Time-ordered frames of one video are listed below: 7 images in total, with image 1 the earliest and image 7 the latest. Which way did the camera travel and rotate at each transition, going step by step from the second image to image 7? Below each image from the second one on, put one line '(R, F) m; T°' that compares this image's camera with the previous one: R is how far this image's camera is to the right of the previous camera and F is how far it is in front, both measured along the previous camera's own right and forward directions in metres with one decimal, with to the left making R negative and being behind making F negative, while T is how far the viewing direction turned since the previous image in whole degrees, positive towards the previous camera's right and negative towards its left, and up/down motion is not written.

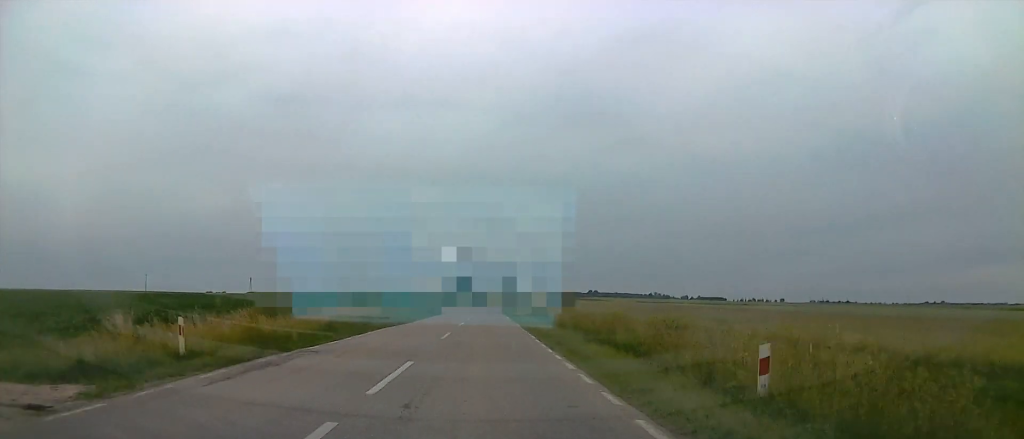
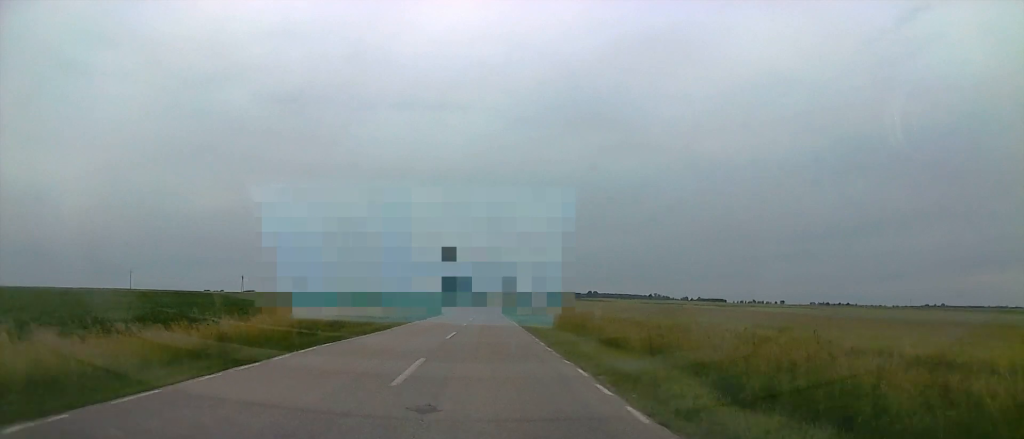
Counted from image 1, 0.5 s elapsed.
(+0.3, +11.0) m; -2°
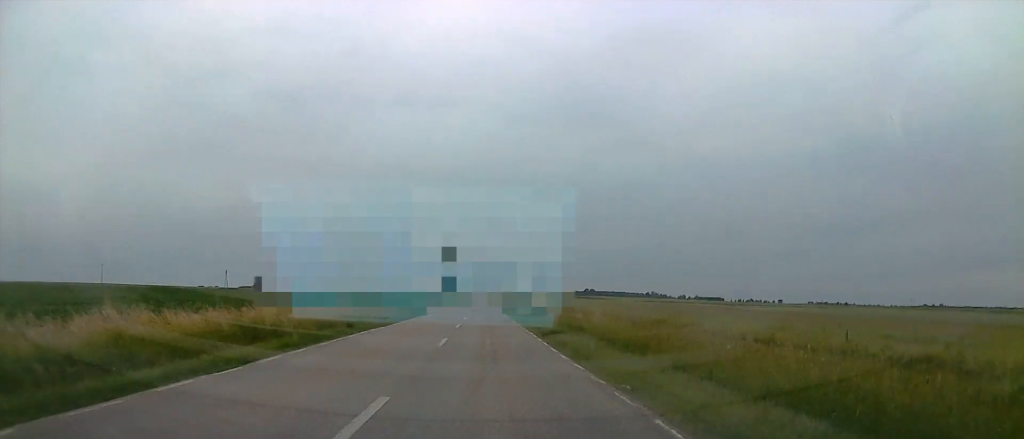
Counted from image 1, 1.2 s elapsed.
(-1.1, +17.2) m; 0°
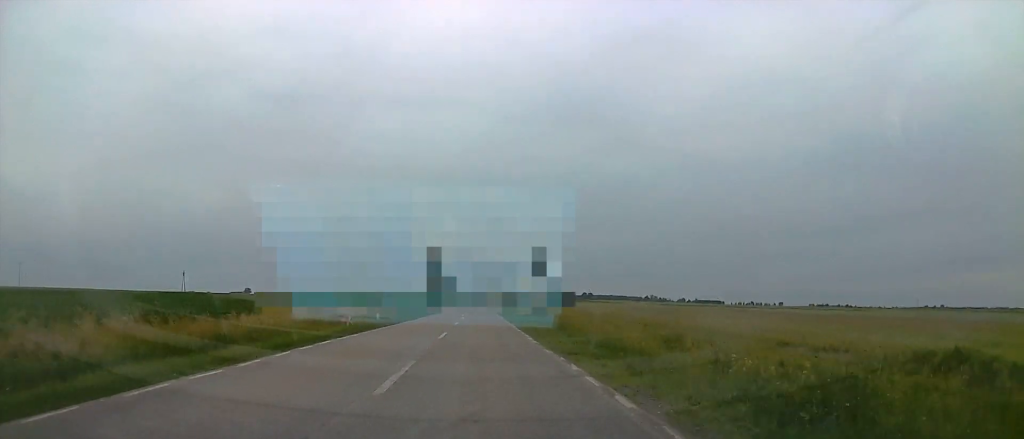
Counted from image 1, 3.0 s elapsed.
(+2.0, +43.2) m; +4°
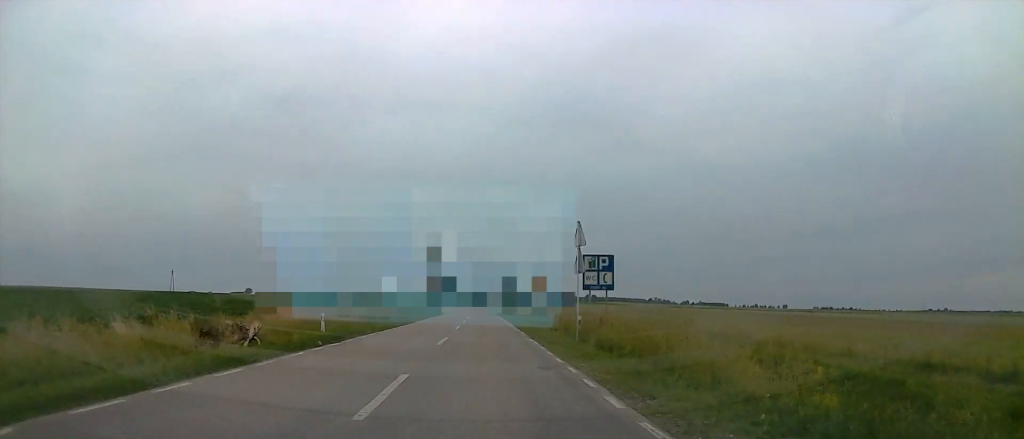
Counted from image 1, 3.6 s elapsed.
(0.0, +13.4) m; 0°
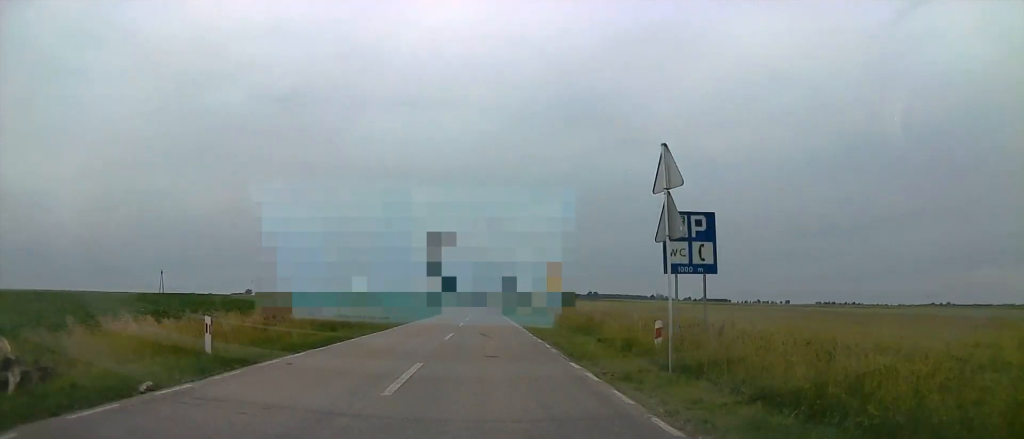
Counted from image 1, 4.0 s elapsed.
(0.0, +10.3) m; 0°
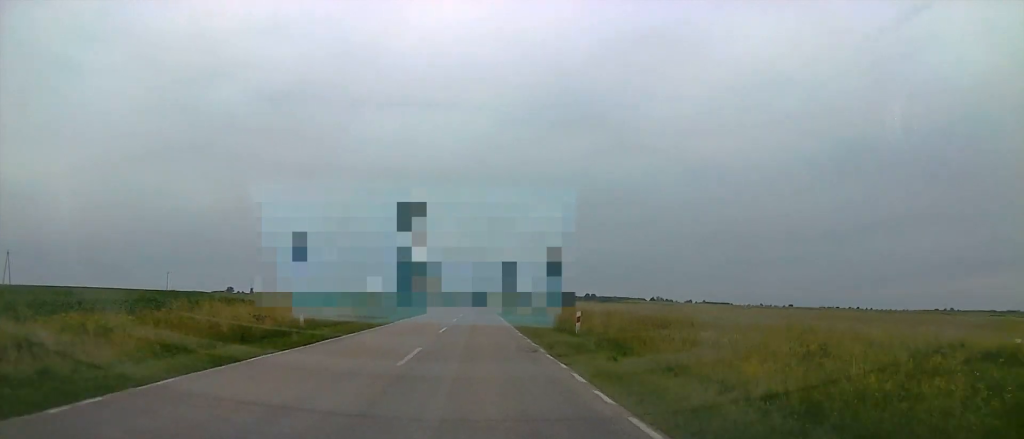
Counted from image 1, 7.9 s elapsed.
(-1.4, +91.0) m; -4°
